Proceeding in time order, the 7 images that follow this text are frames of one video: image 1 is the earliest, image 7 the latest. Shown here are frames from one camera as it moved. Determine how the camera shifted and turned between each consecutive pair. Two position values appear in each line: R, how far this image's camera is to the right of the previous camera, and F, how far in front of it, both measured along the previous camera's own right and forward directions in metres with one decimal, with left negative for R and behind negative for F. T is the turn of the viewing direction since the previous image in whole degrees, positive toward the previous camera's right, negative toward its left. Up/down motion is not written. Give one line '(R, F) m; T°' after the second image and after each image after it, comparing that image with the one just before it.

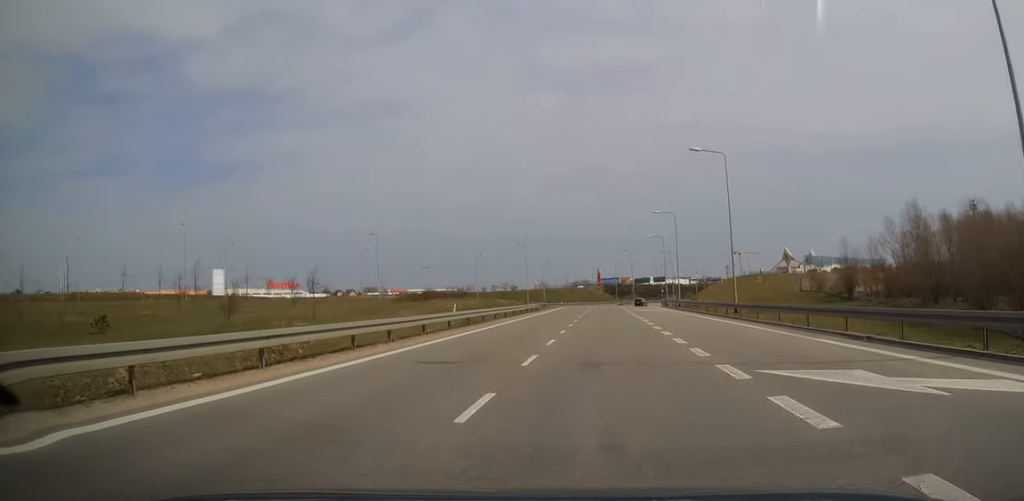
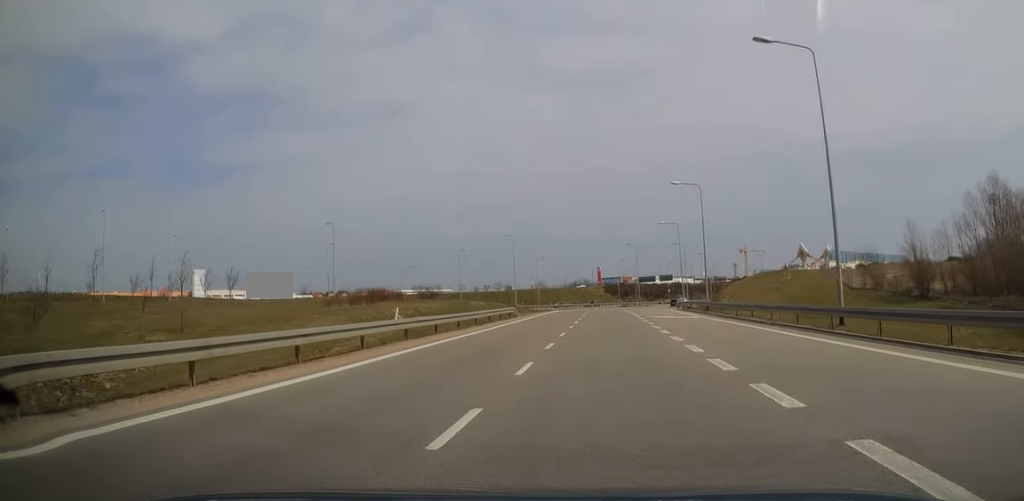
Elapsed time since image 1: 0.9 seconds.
(-0.2, +18.6) m; 0°
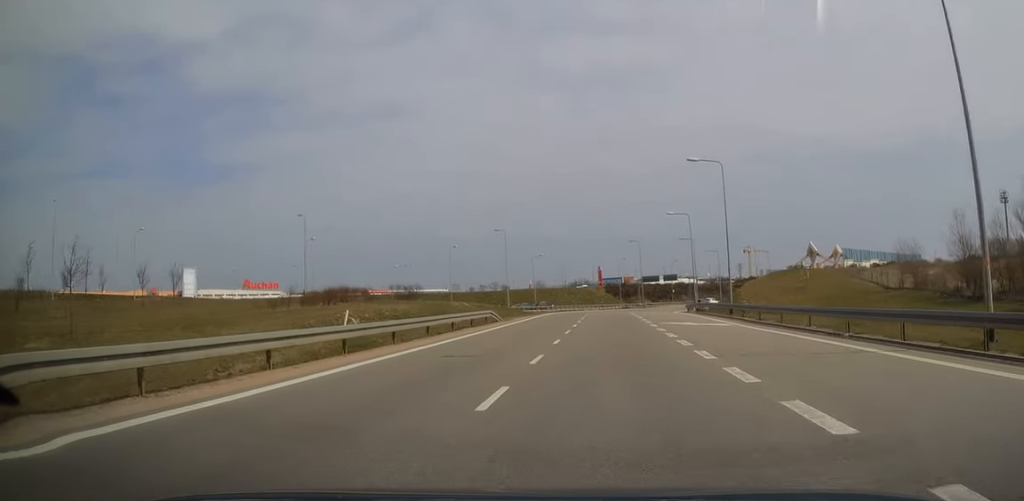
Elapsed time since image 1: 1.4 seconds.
(+0.1, +9.5) m; 0°
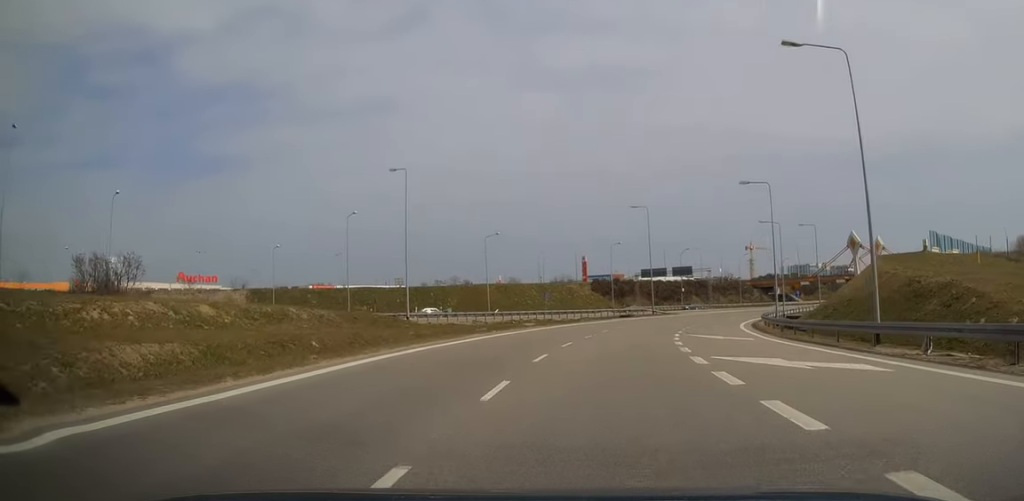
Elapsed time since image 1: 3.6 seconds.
(+0.6, +46.7) m; +4°
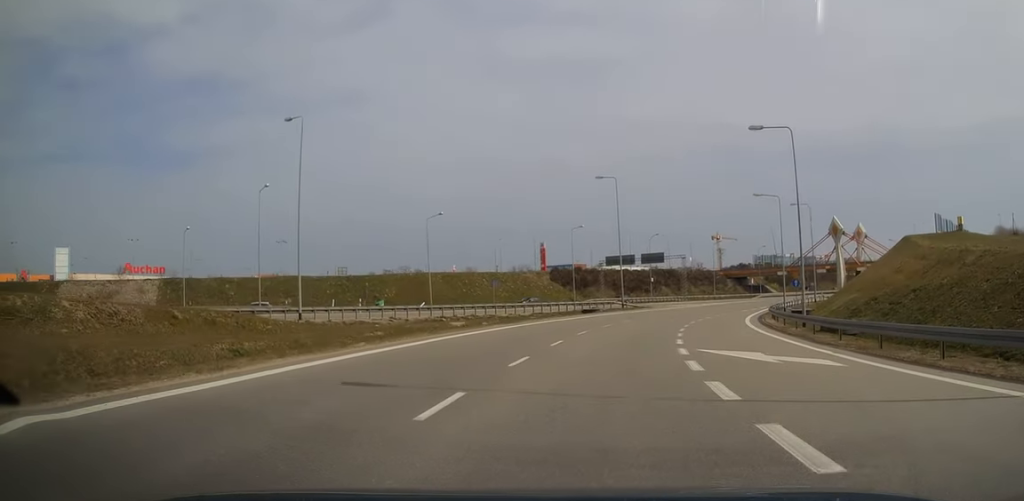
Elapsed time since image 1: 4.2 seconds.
(+0.3, +13.5) m; +3°
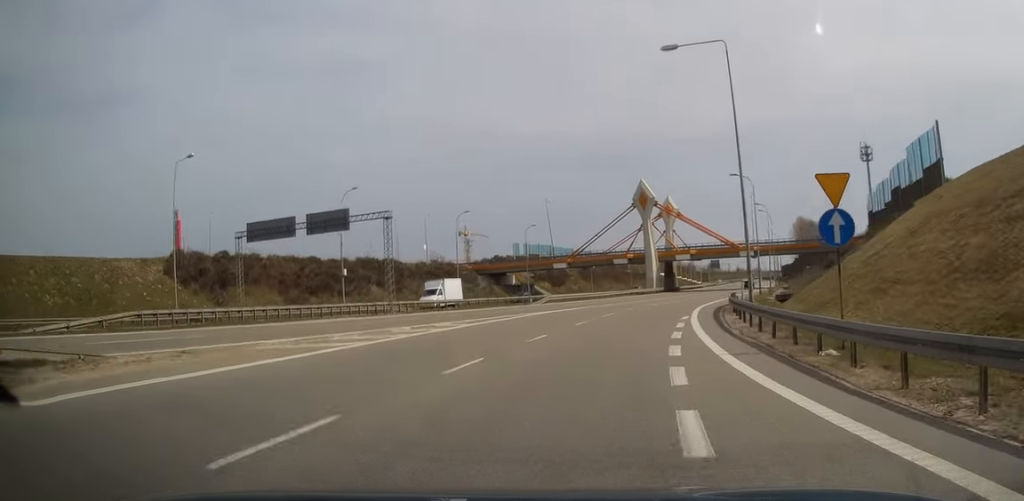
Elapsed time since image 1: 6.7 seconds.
(+7.7, +53.8) m; +20°
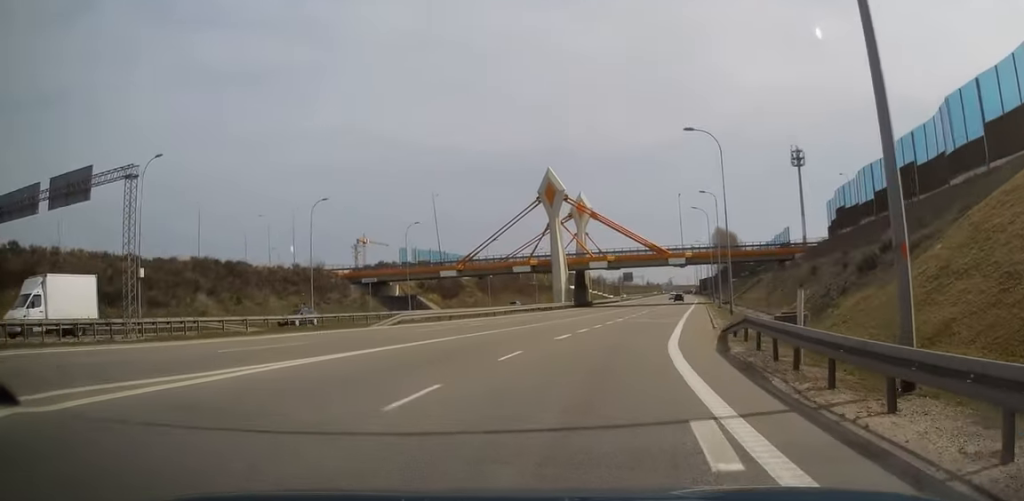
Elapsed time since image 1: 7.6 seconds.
(+2.0, +20.1) m; +8°
